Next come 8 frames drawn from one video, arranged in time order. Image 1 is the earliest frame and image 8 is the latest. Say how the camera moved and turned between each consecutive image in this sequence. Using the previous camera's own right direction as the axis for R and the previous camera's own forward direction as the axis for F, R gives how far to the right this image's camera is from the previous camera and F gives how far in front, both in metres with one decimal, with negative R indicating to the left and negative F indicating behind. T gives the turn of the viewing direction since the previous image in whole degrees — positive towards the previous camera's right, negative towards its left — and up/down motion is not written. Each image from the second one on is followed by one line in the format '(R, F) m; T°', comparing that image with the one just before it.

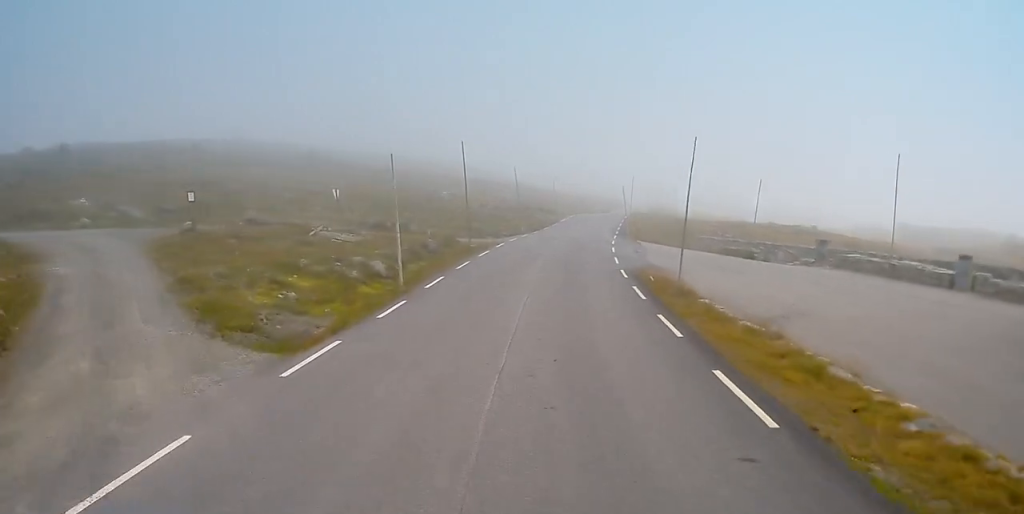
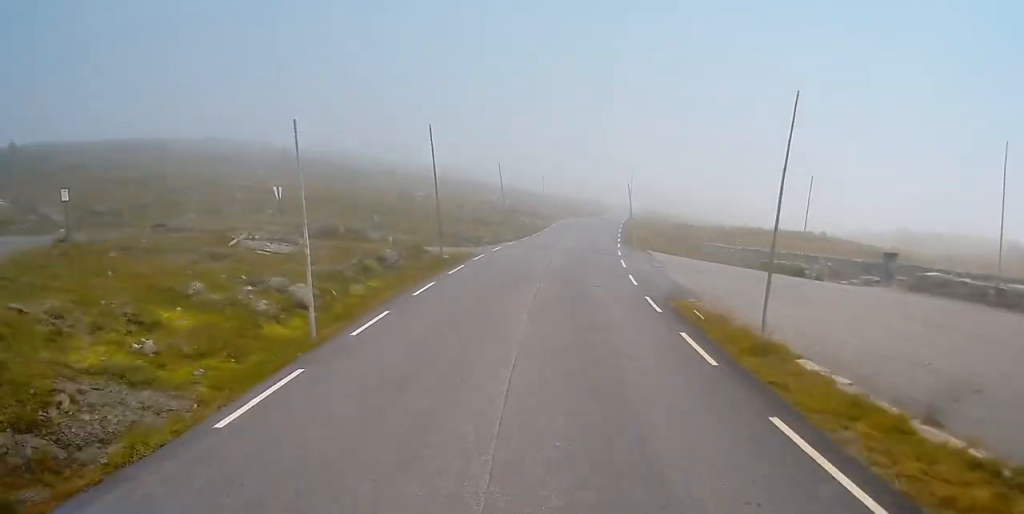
(+0.6, +8.2) m; +2°
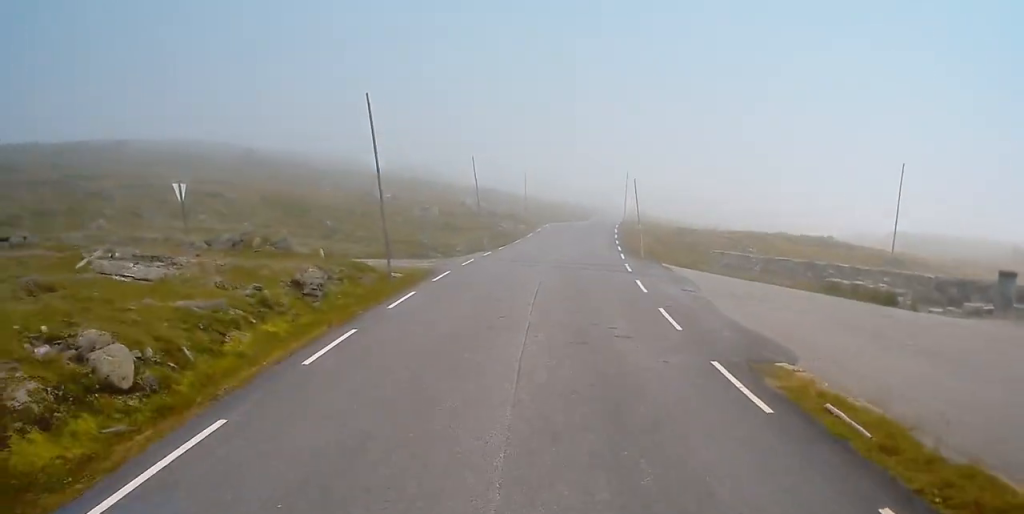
(-0.3, +8.8) m; -1°
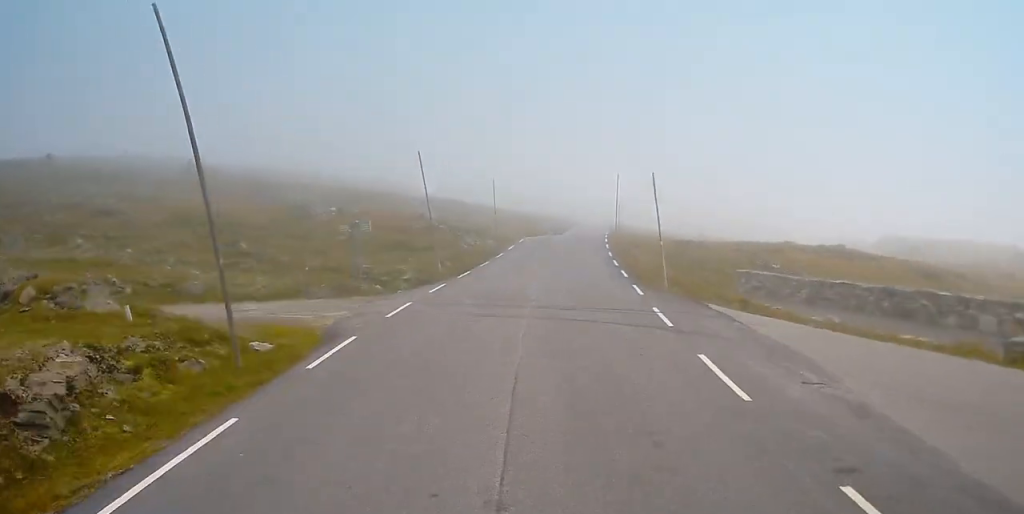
(+0.5, +11.7) m; +5°
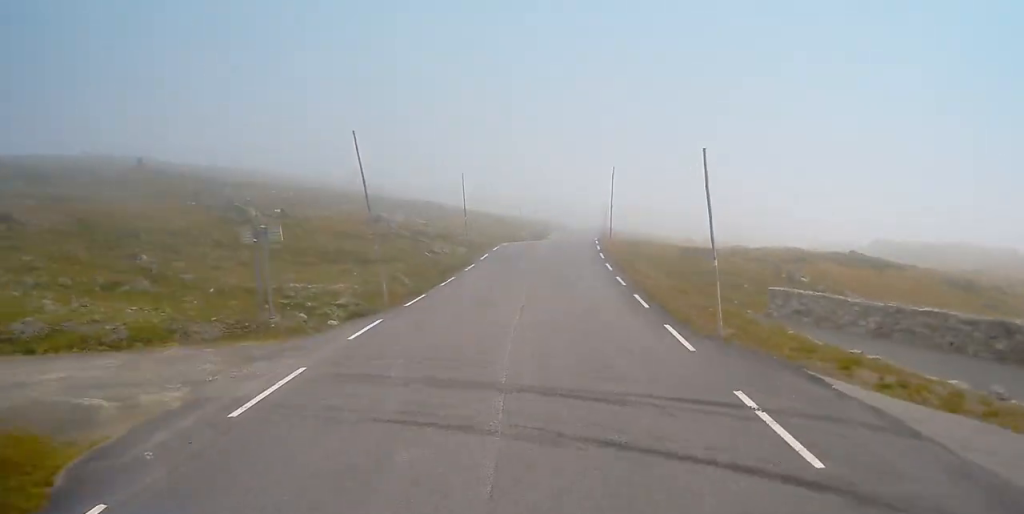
(+0.4, +8.8) m; +2°
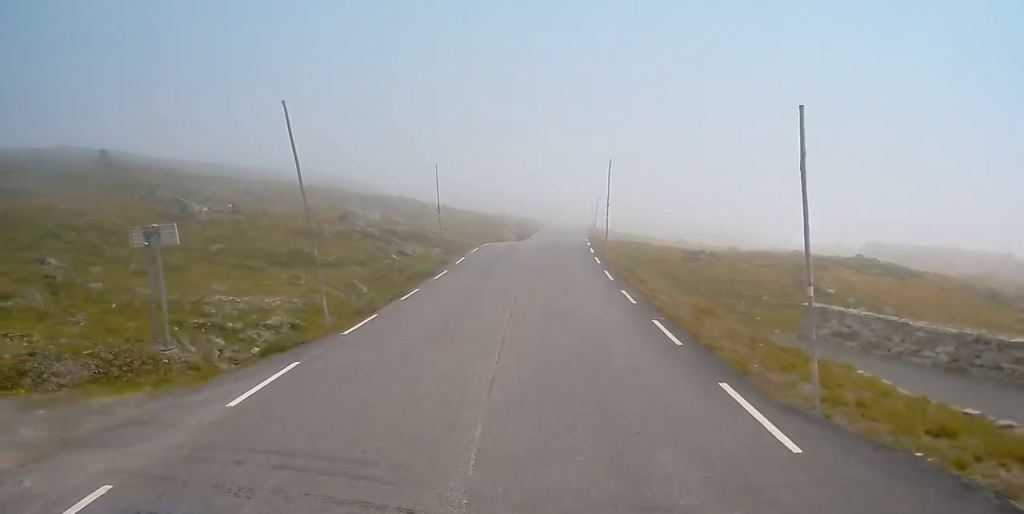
(+0.1, +5.7) m; -2°
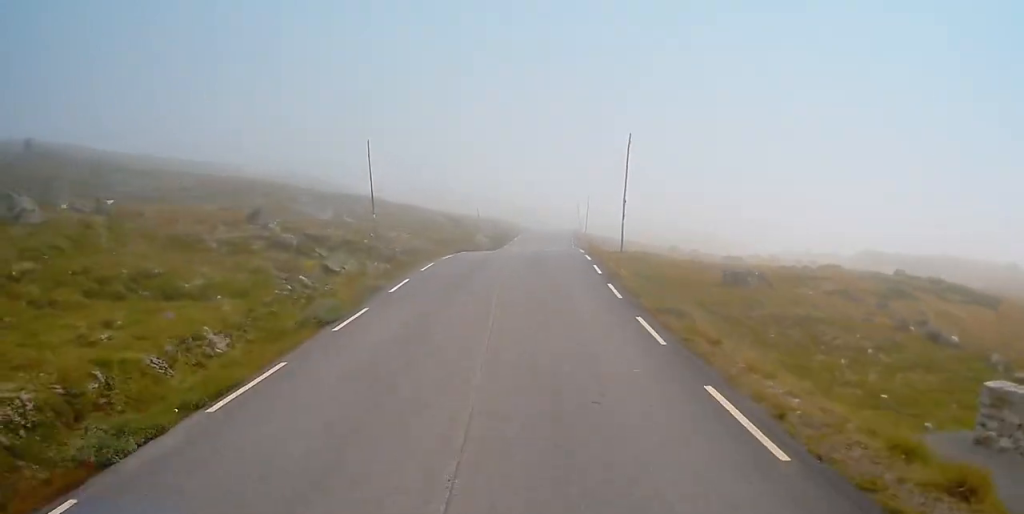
(-0.5, +12.3) m; 0°
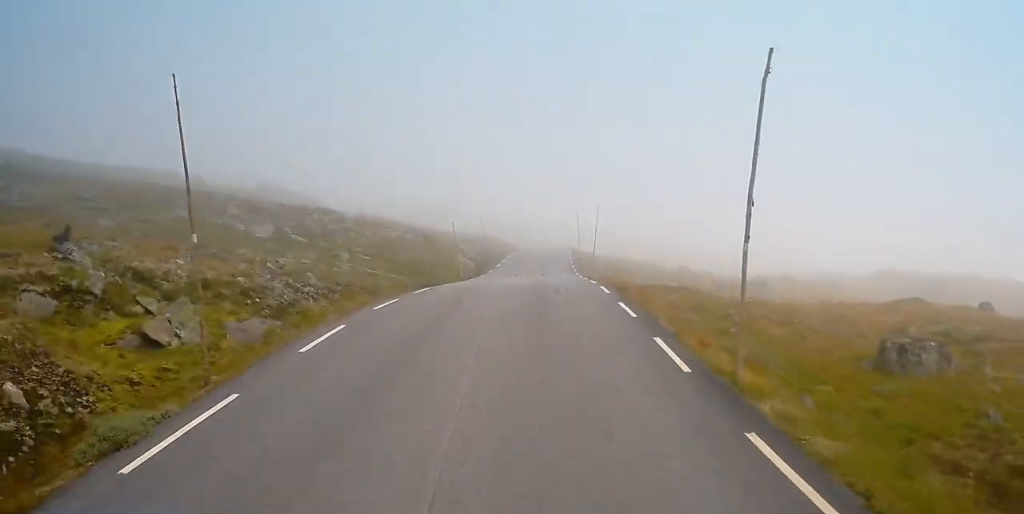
(+0.7, +14.1) m; +3°
